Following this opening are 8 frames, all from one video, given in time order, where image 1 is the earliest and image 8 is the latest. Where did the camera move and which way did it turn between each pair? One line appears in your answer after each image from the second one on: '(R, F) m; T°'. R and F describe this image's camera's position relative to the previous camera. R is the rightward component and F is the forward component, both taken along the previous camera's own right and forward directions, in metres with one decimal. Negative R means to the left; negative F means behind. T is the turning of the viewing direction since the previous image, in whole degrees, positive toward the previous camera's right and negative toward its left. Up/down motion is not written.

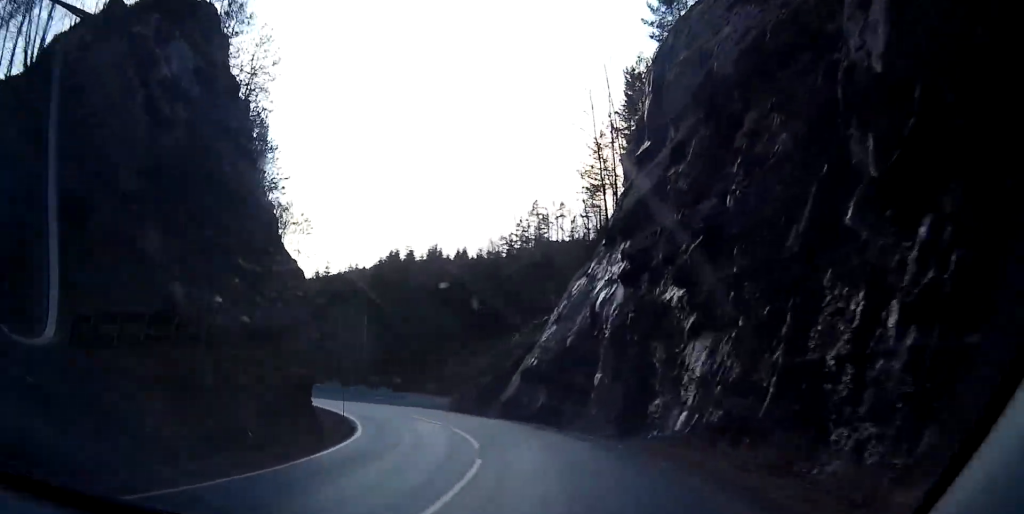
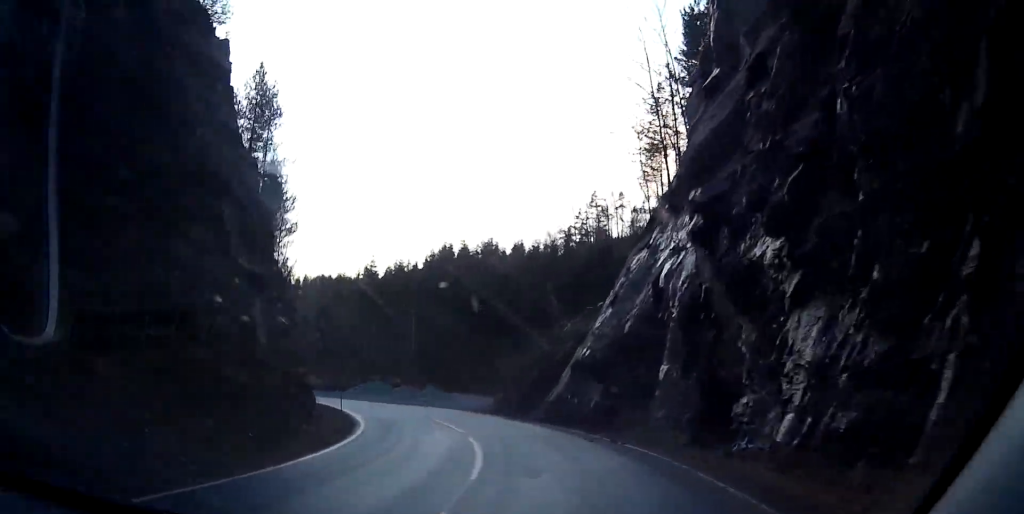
(-0.4, +6.6) m; -2°
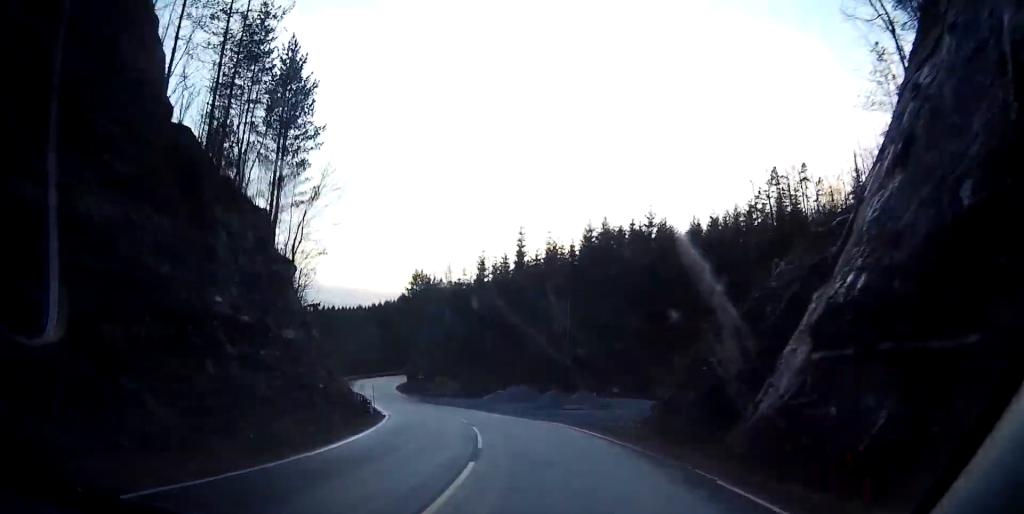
(-0.7, +19.9) m; -9°
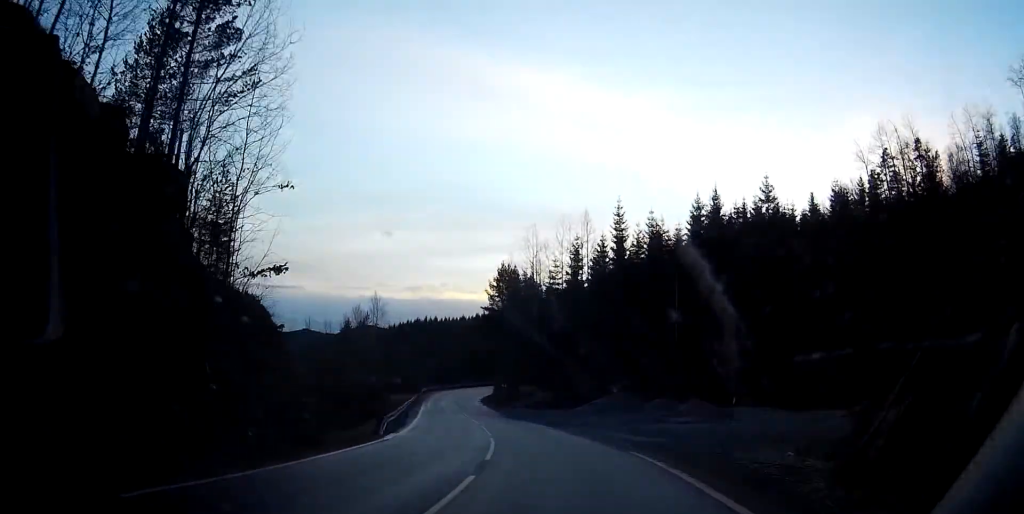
(-1.4, +13.9) m; -14°
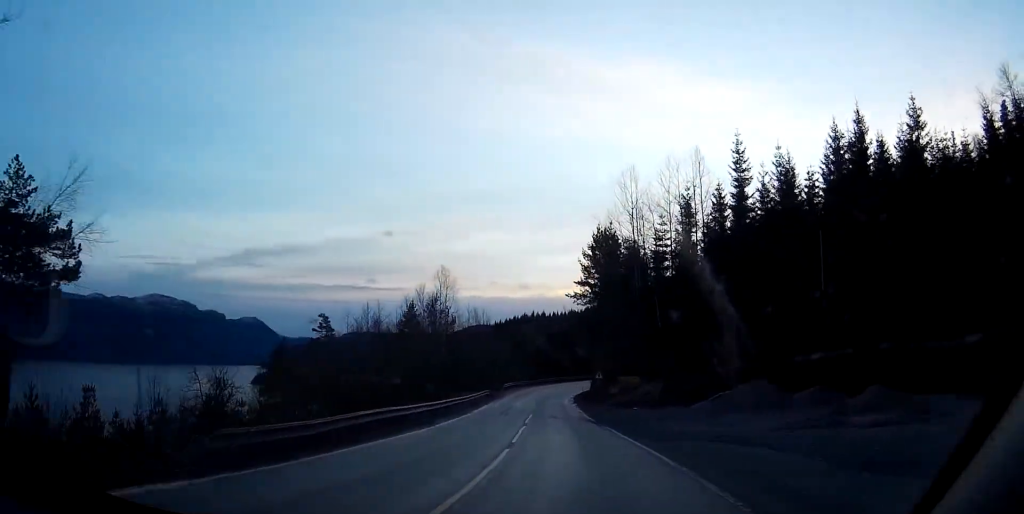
(-2.6, +17.2) m; -10°
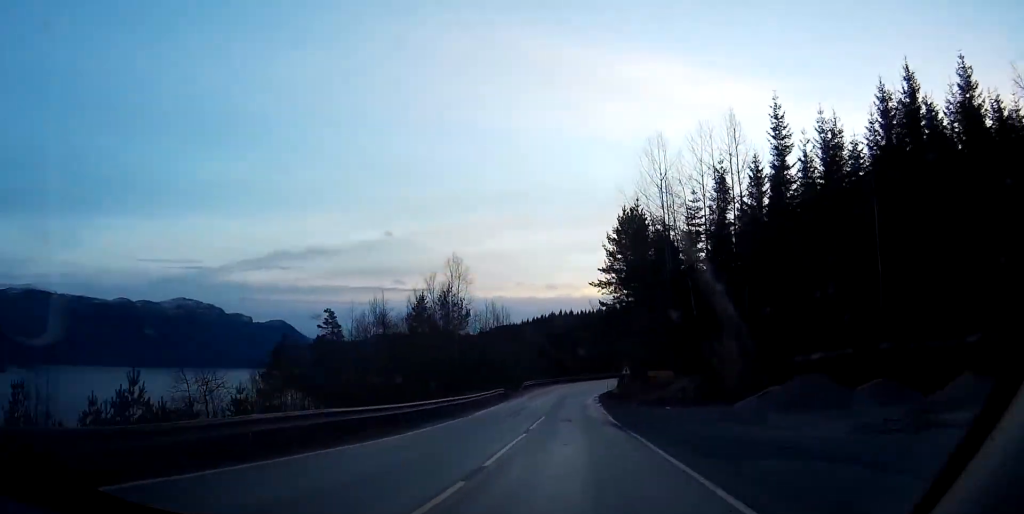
(0.0, +6.5) m; -2°
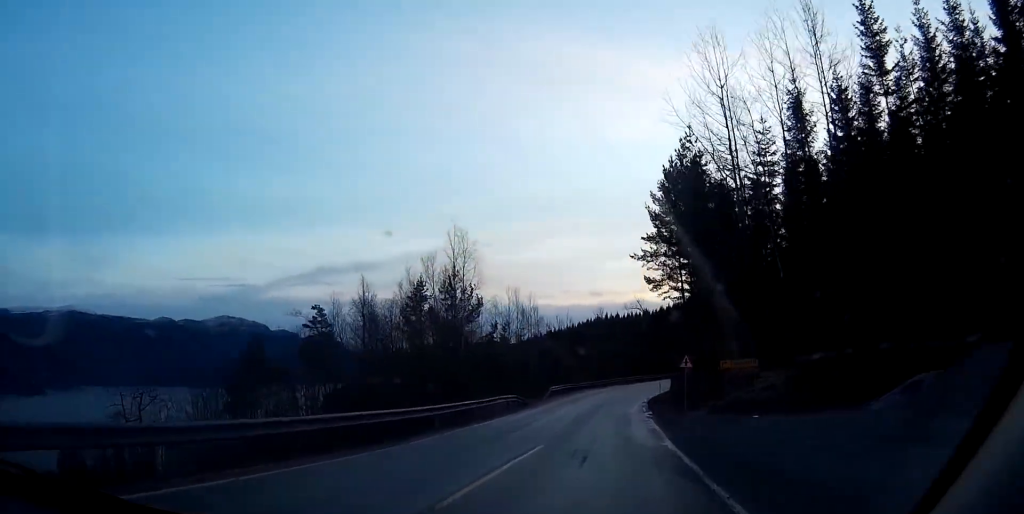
(-0.5, +14.7) m; -3°
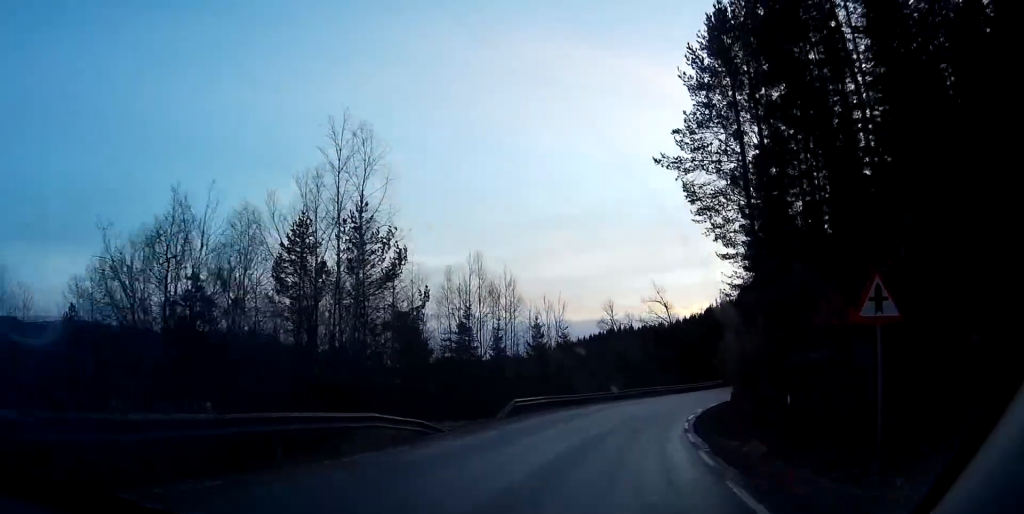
(-0.6, +23.5) m; -1°
